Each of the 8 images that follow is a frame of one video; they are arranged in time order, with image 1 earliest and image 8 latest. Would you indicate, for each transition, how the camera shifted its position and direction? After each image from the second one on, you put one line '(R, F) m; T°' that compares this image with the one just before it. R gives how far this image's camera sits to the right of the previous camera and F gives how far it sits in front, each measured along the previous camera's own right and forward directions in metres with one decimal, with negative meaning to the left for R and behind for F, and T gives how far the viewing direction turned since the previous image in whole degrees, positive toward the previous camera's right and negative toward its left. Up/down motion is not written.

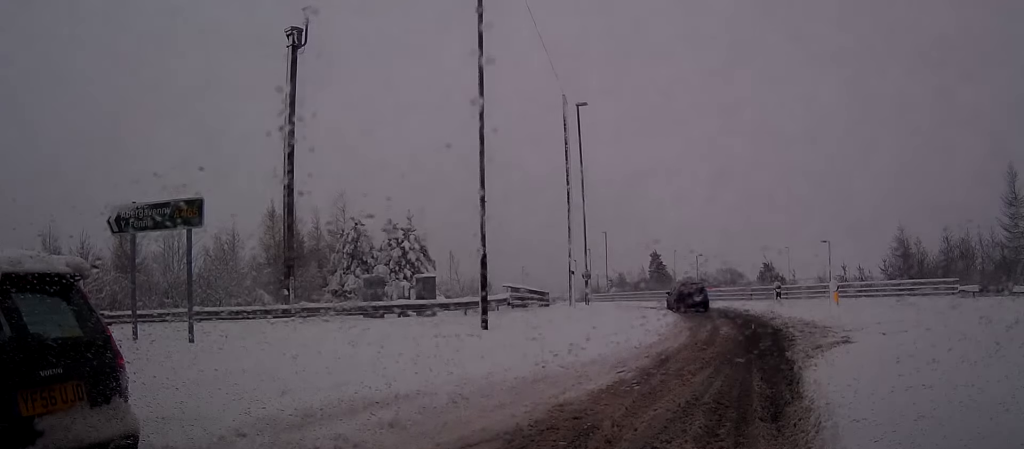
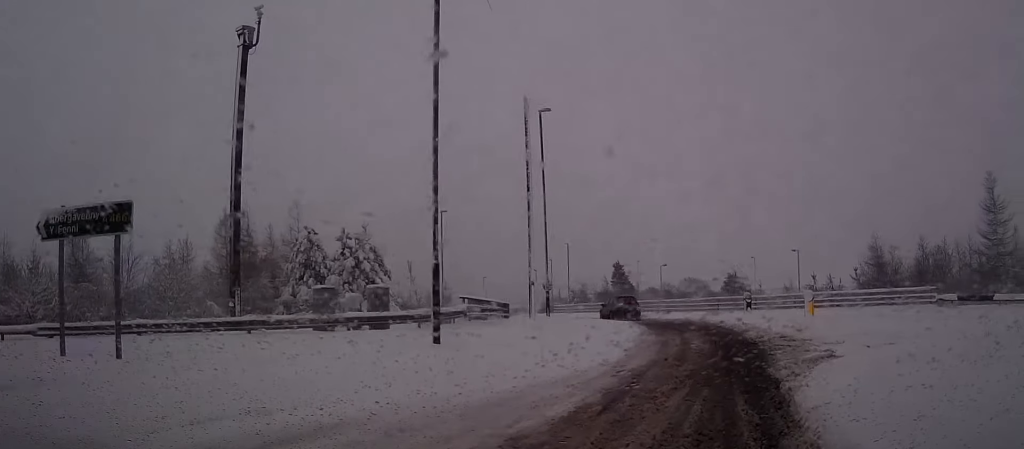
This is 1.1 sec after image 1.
(0.0, +1.6) m; +4°
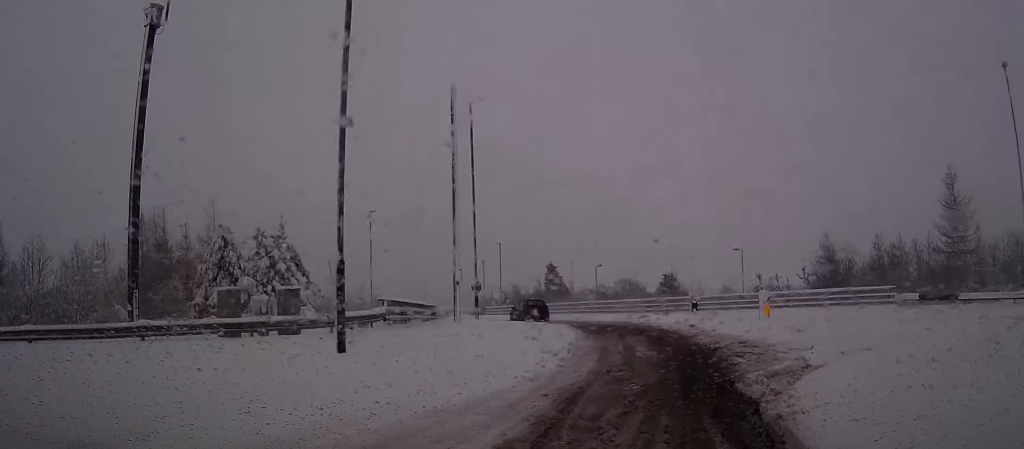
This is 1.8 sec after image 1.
(0.0, +2.3) m; +7°
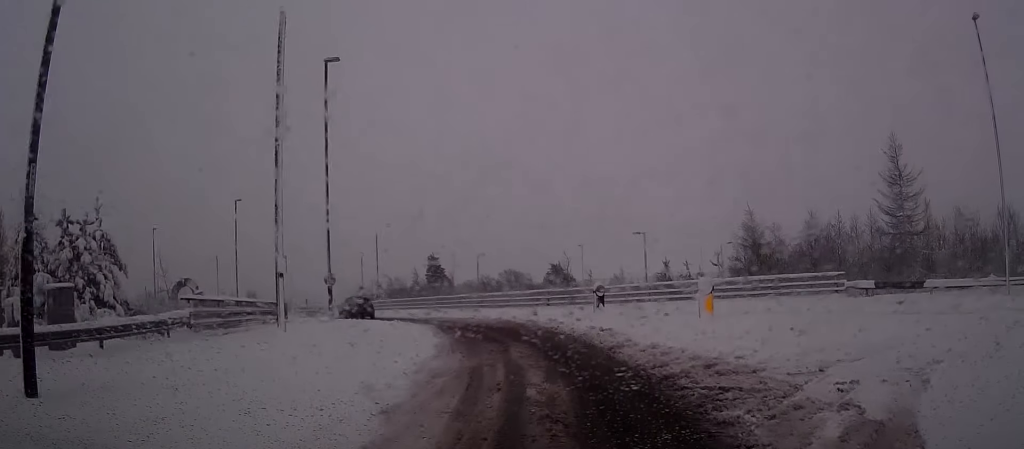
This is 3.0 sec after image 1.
(+0.7, +6.4) m; +7°
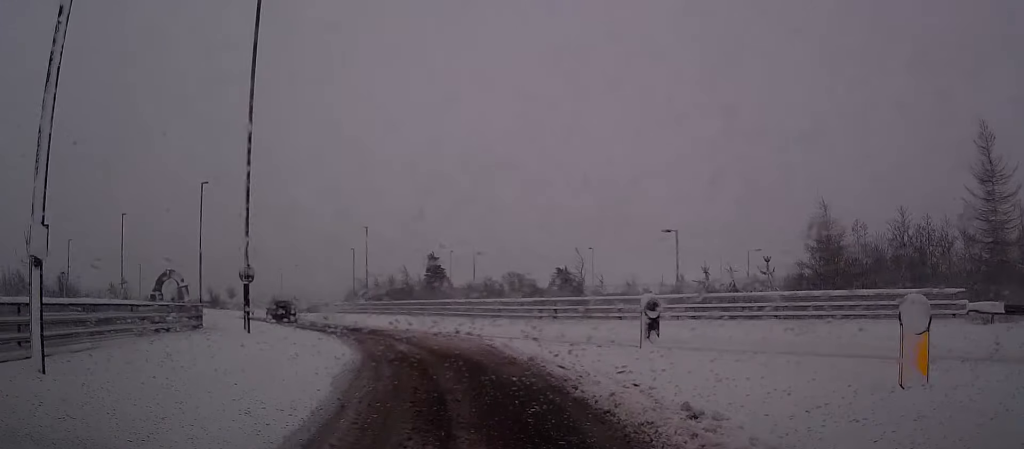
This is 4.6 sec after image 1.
(-0.2, +9.9) m; -4°
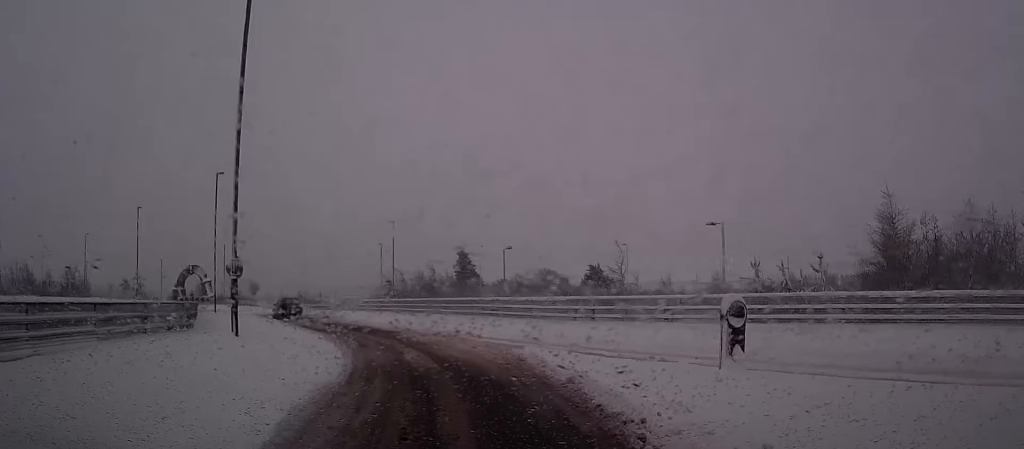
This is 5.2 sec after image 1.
(0.0, +3.4) m; -3°
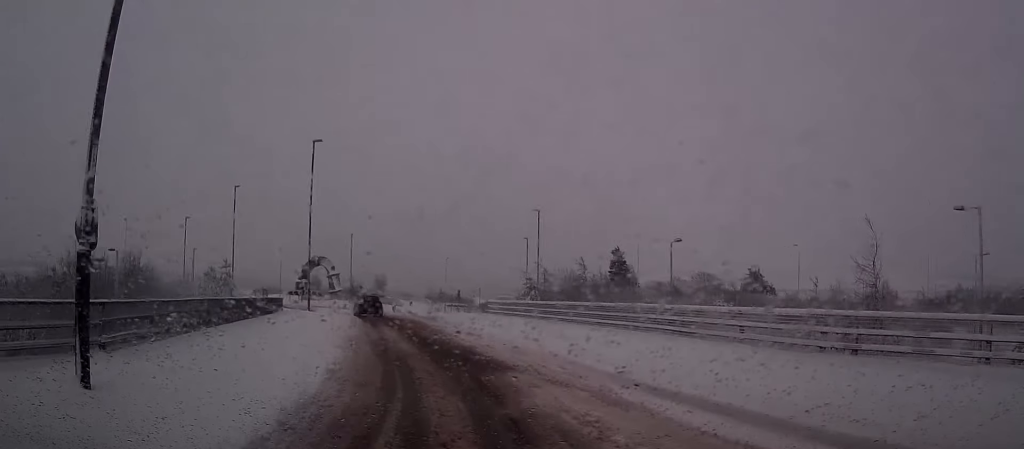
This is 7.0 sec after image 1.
(-1.3, +12.6) m; -13°
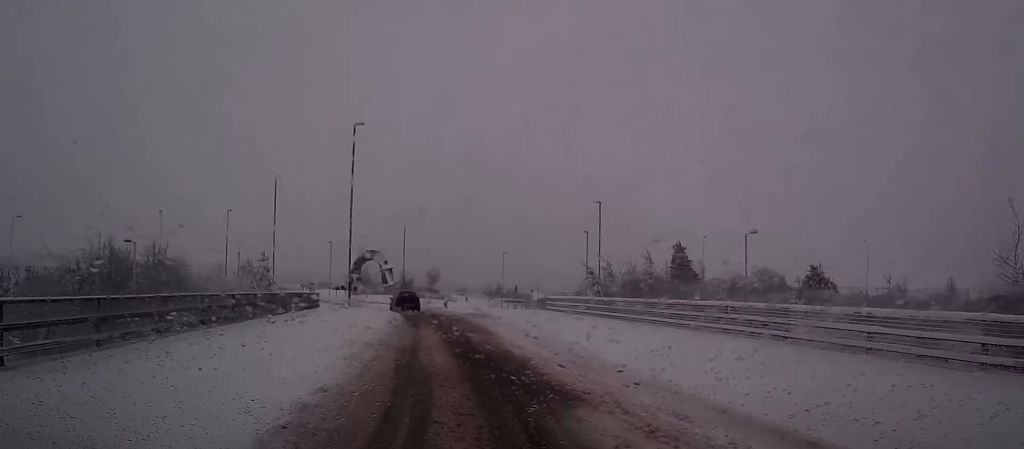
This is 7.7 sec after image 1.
(-0.3, +4.7) m; -4°
